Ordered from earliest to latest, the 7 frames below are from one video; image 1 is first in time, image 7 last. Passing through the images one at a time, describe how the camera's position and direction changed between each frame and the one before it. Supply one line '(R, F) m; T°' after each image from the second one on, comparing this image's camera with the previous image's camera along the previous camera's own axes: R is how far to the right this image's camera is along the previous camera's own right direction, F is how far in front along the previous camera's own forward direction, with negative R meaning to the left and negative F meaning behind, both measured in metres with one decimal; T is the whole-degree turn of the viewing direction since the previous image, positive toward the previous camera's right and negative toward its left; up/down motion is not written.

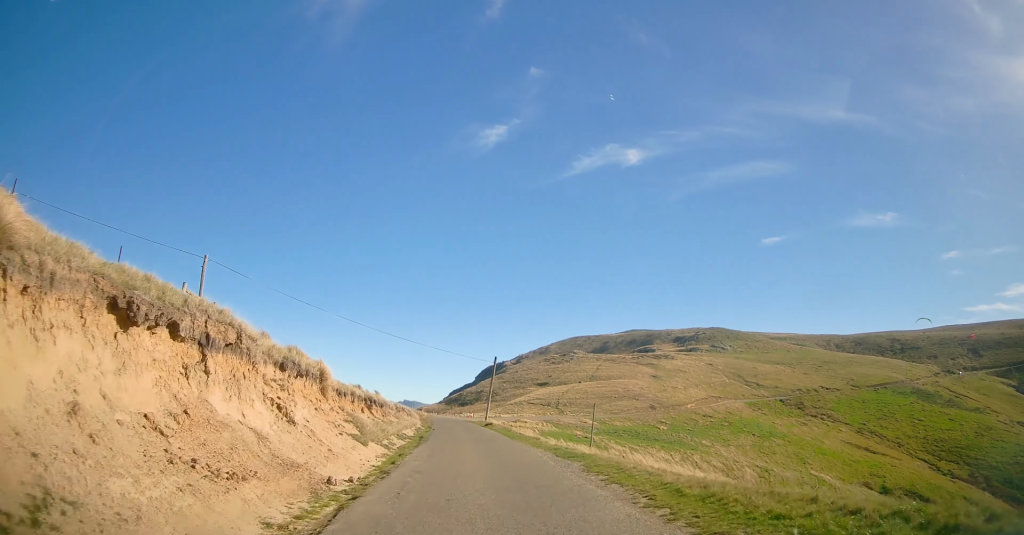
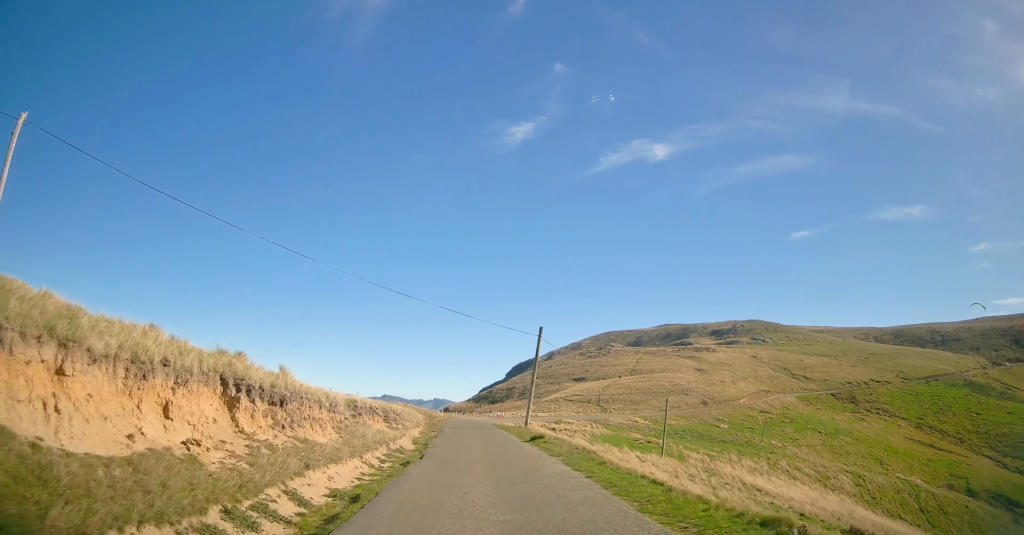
(-0.3, +19.6) m; -3°
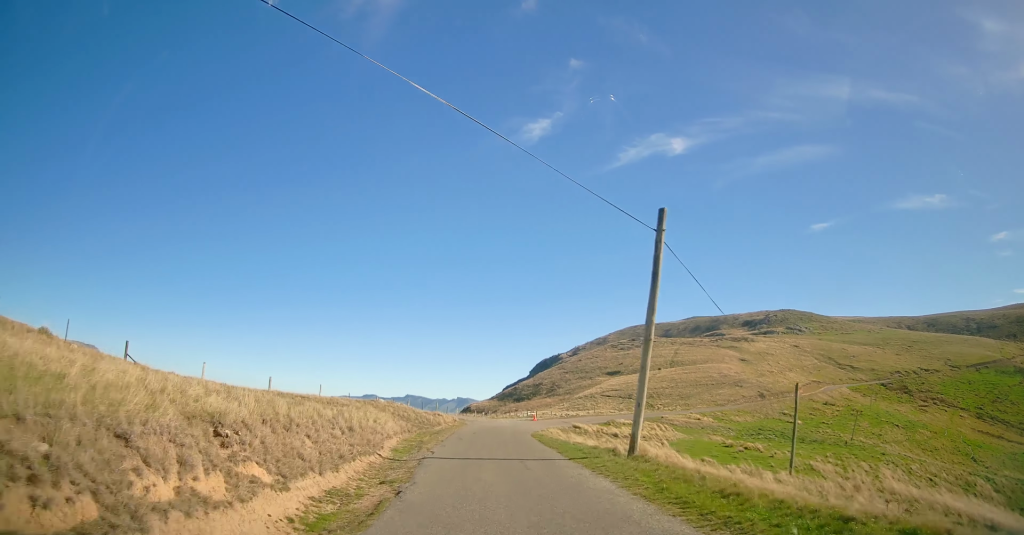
(-1.1, +21.5) m; -3°
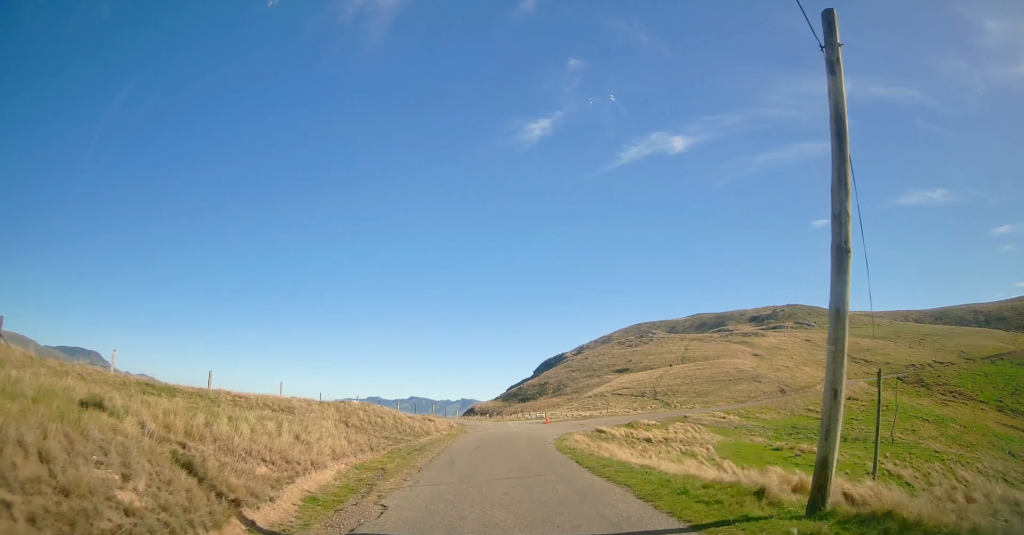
(+0.3, +8.7) m; 0°
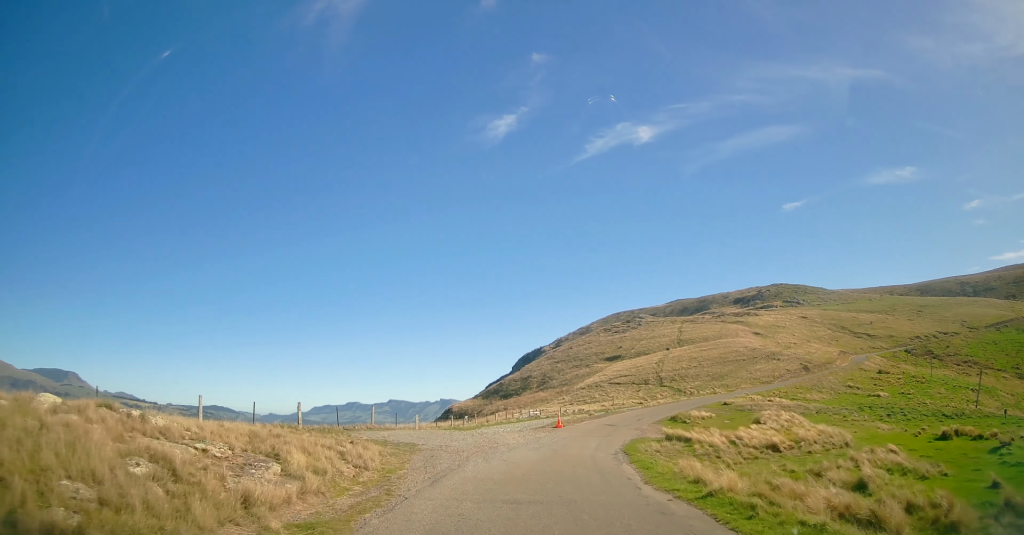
(0.0, +20.9) m; +3°
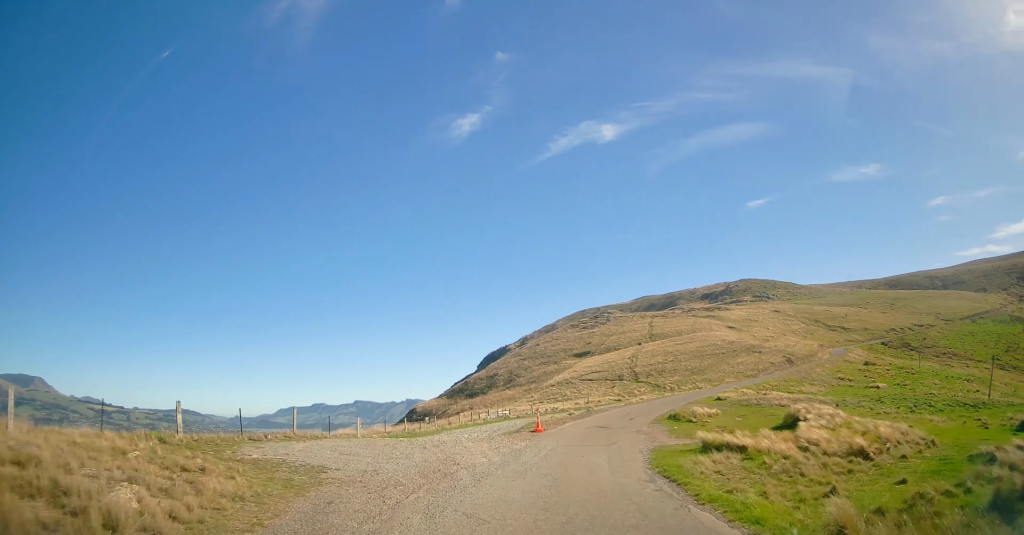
(+0.3, +7.5) m; +4°
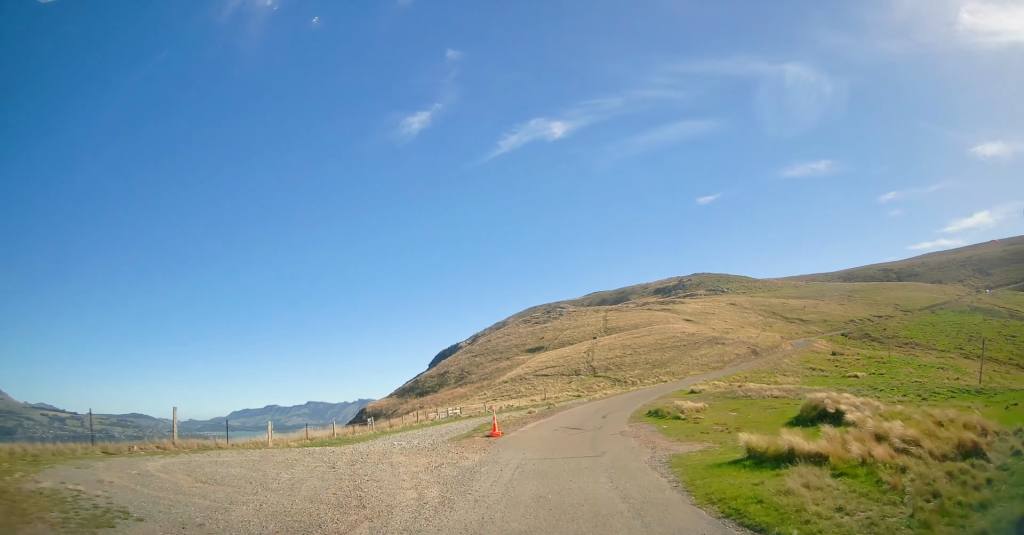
(+0.2, +5.7) m; +3°
